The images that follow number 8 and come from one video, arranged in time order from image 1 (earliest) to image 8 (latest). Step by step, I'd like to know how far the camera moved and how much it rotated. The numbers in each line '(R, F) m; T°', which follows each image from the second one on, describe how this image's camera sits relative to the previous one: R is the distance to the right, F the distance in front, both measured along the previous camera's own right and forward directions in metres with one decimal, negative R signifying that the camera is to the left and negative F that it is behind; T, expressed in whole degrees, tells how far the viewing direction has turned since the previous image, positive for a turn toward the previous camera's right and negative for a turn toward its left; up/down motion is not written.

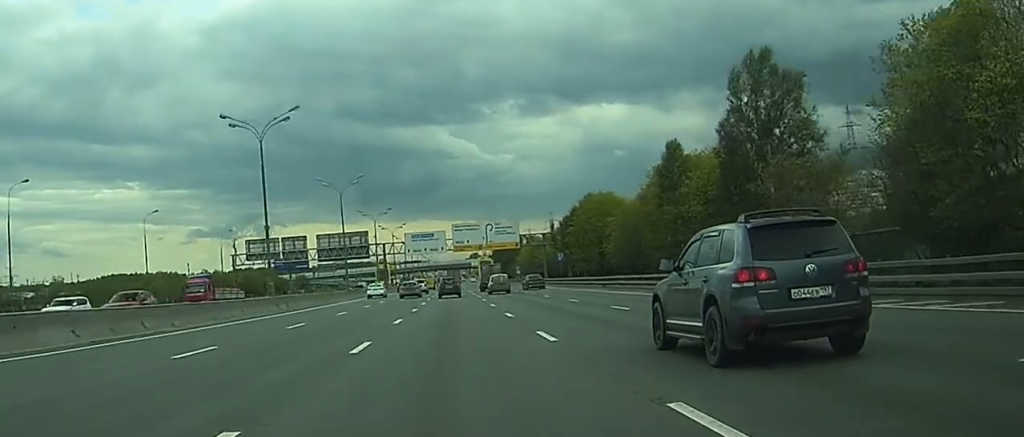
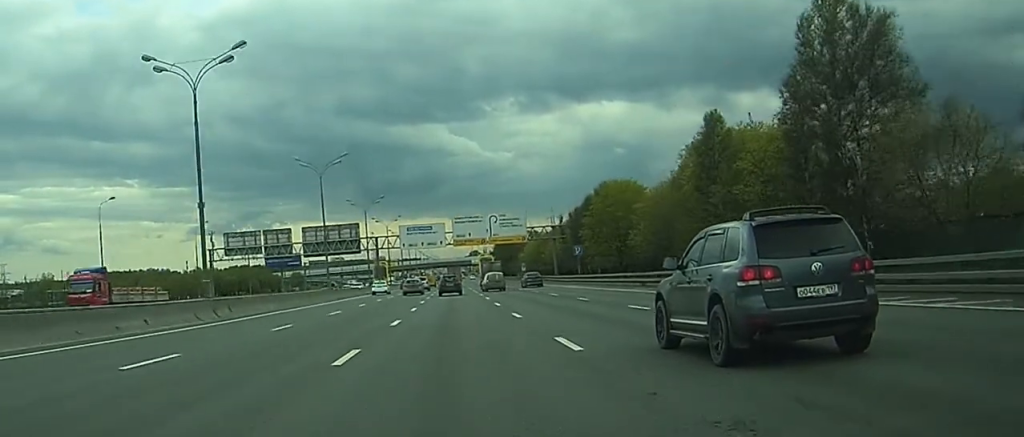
(0.0, +15.5) m; 0°
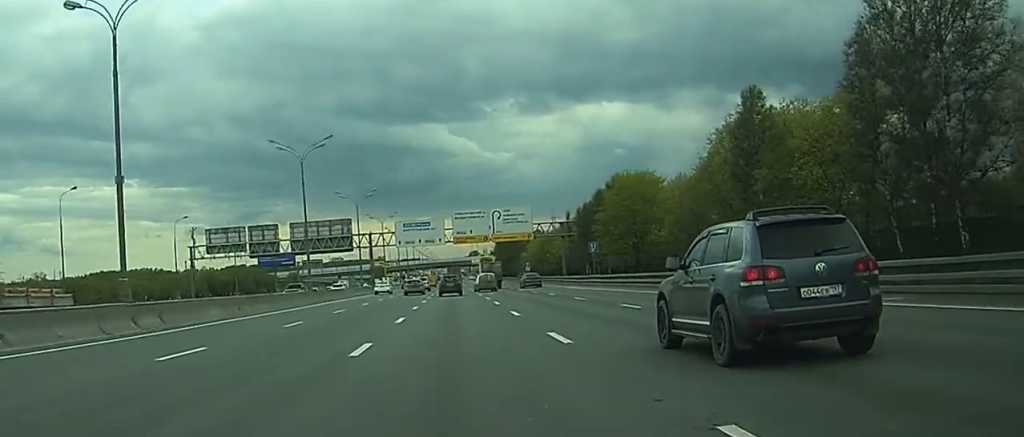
(0.0, +10.9) m; 0°
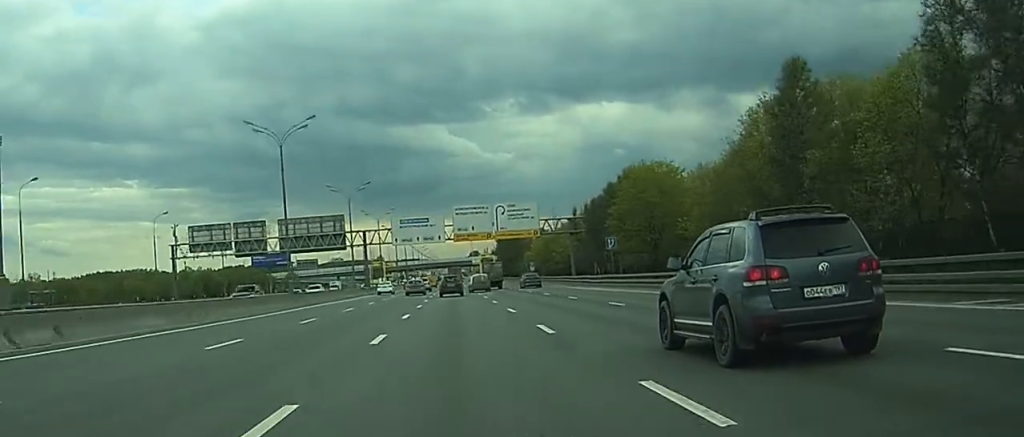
(0.0, +9.5) m; 0°
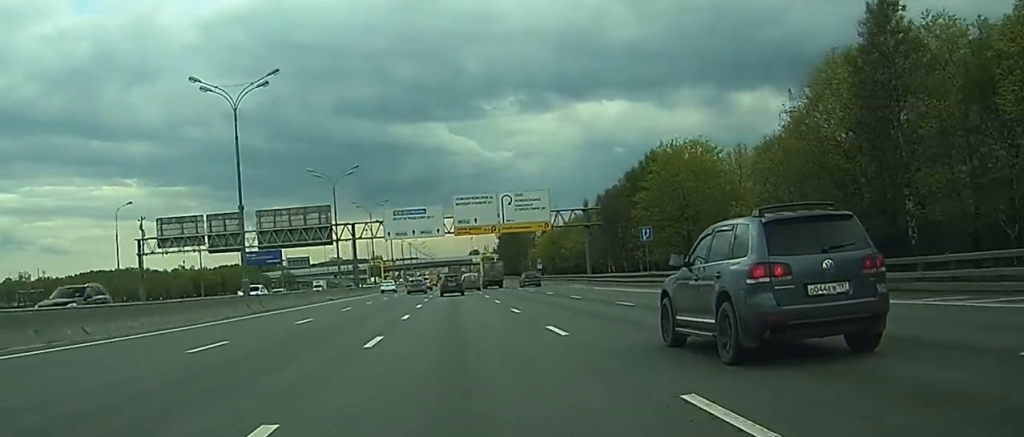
(0.0, +14.3) m; 0°
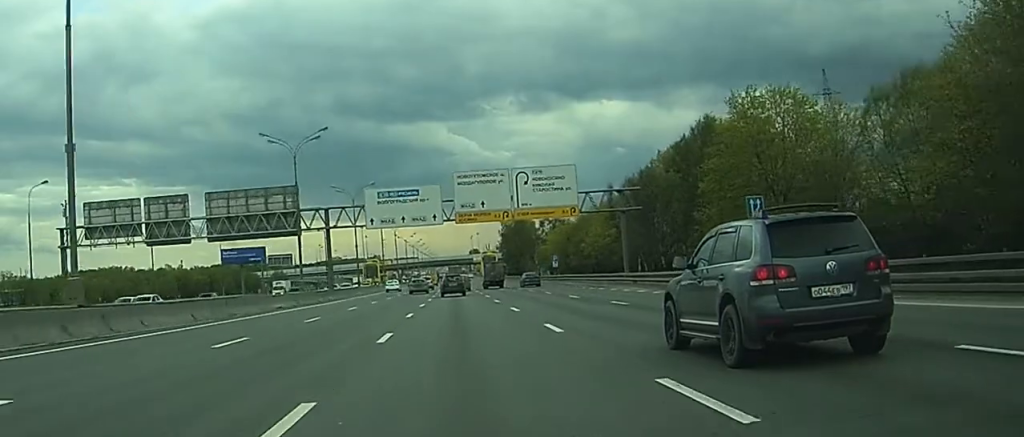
(-0.2, +23.8) m; 0°
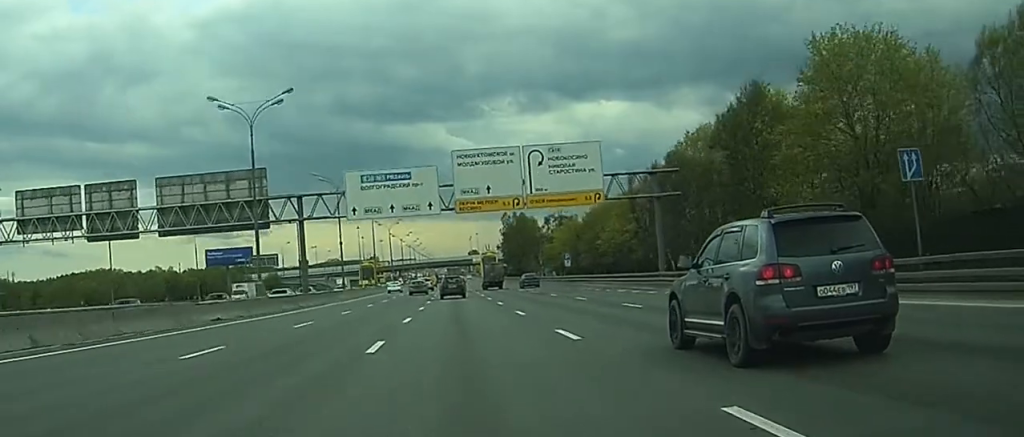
(+0.1, +15.0) m; 0°
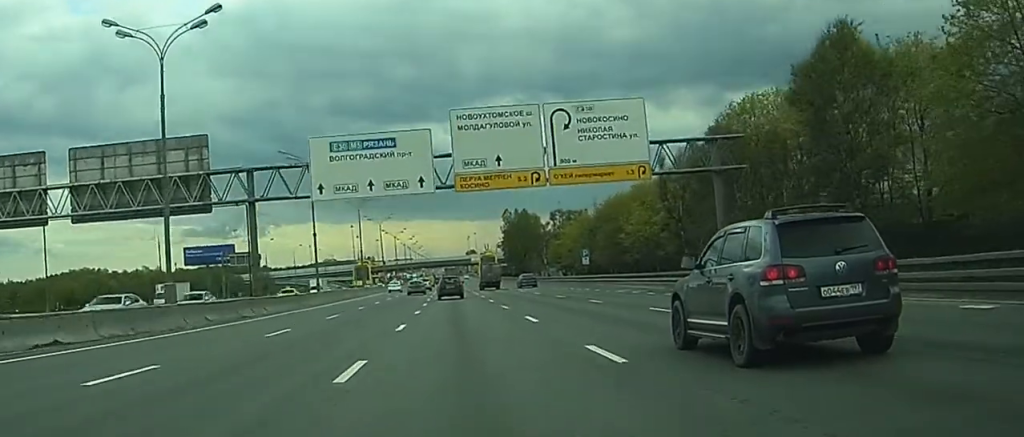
(0.0, +17.2) m; 0°
